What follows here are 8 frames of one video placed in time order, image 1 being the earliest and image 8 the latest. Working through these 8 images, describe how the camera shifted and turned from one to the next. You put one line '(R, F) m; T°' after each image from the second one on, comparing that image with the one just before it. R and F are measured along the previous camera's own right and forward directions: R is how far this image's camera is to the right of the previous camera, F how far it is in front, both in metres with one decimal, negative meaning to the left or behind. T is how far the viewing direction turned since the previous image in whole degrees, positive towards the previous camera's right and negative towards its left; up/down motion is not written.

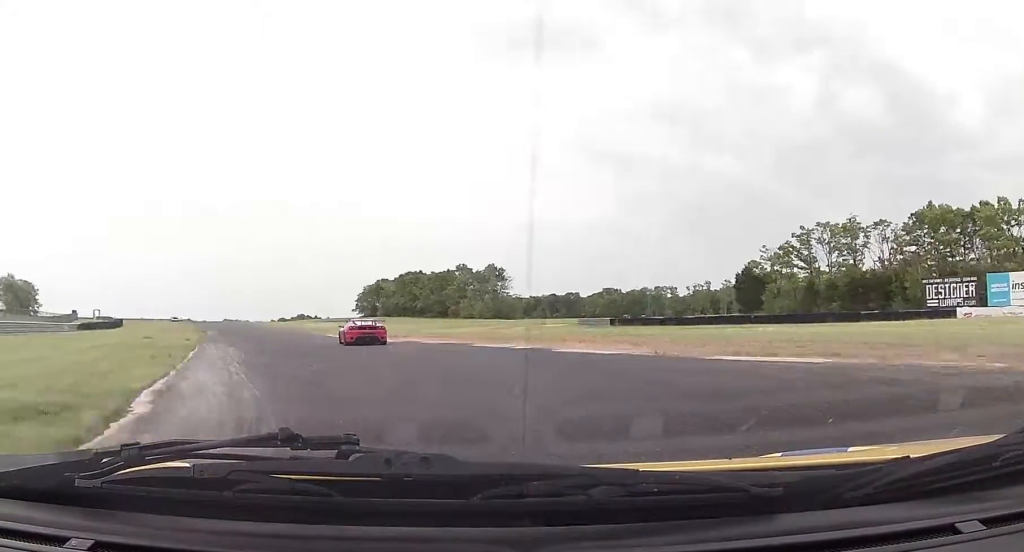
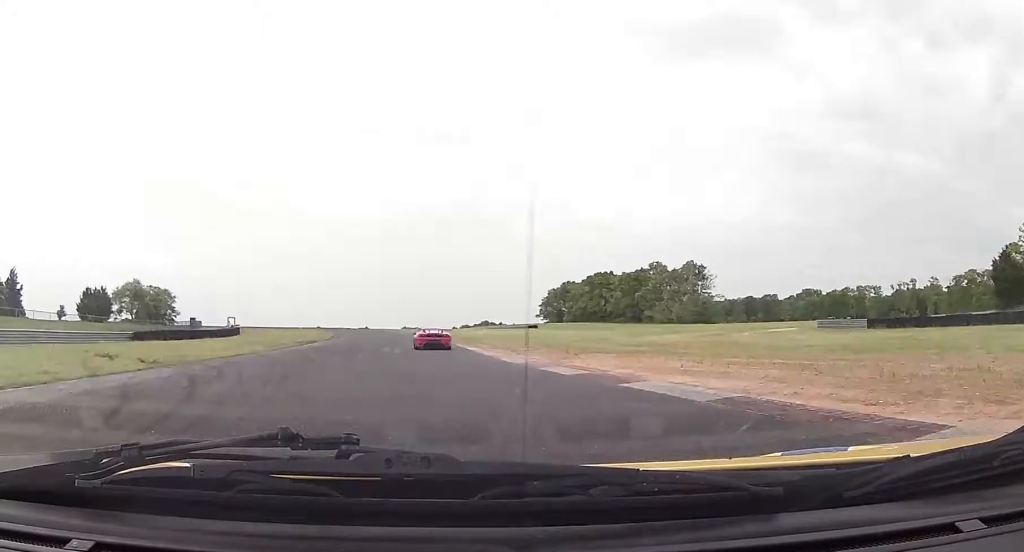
(-3.5, +23.9) m; -14°
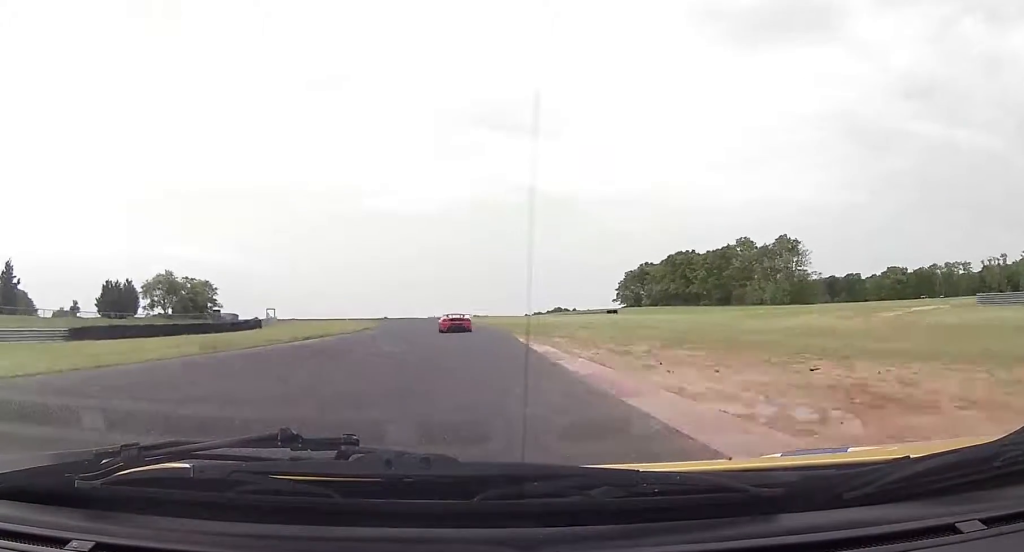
(-1.3, +18.6) m; -6°
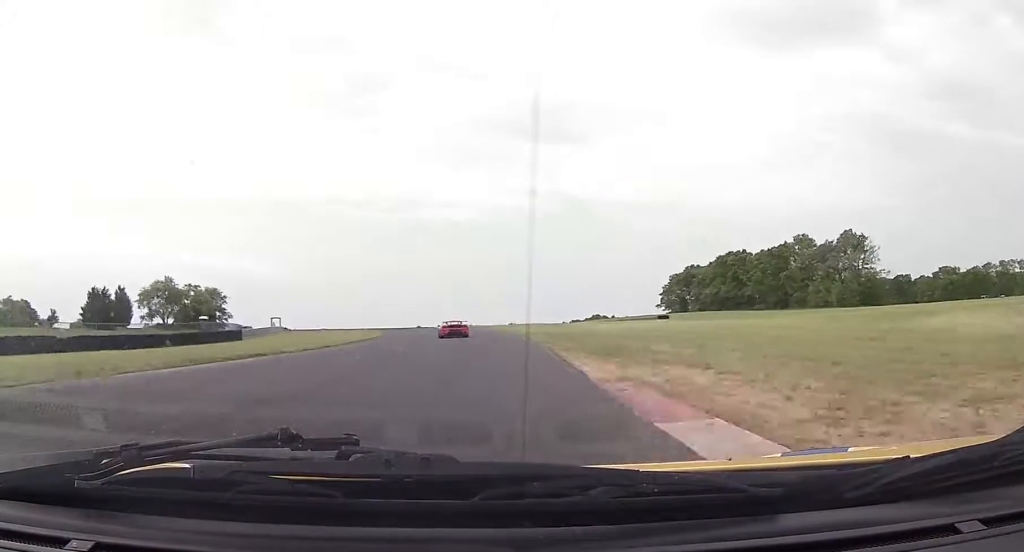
(-0.6, +16.9) m; -4°
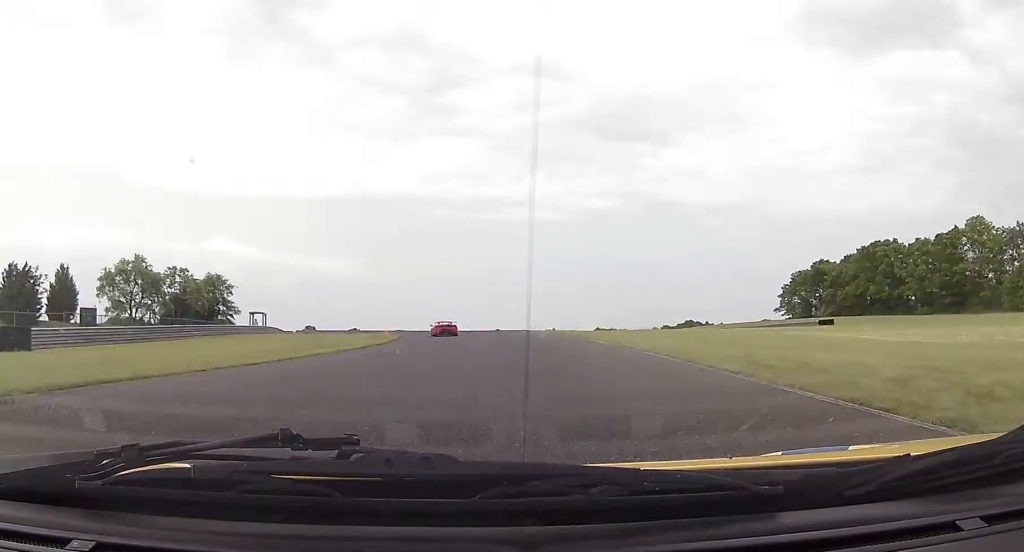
(-2.5, +43.1) m; -6°
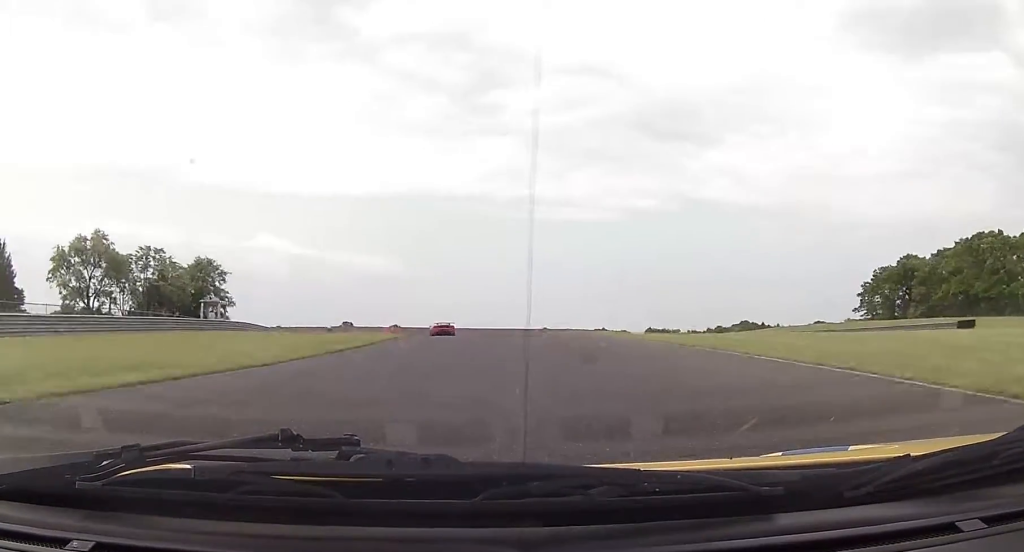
(-0.2, +23.8) m; -3°
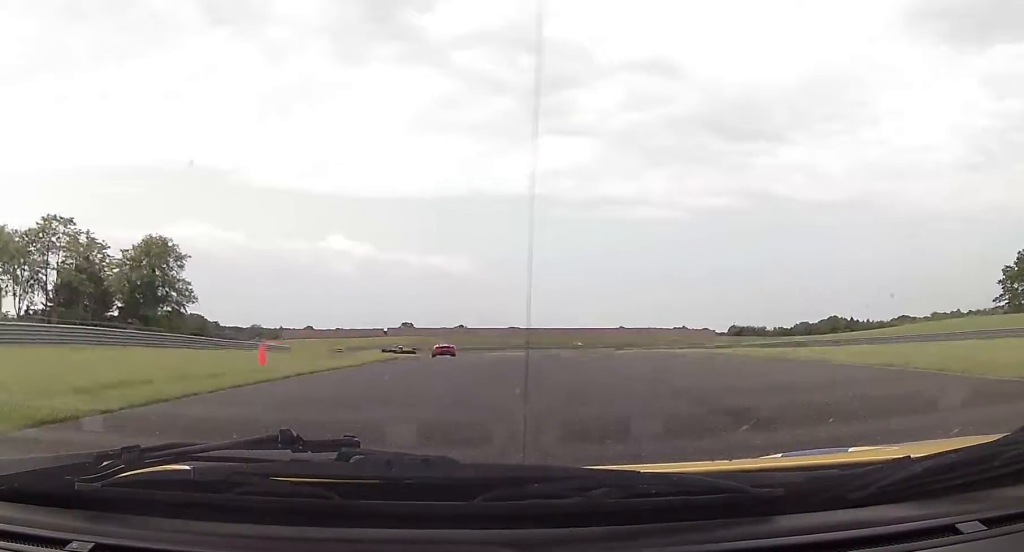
(-1.8, +36.1) m; -5°
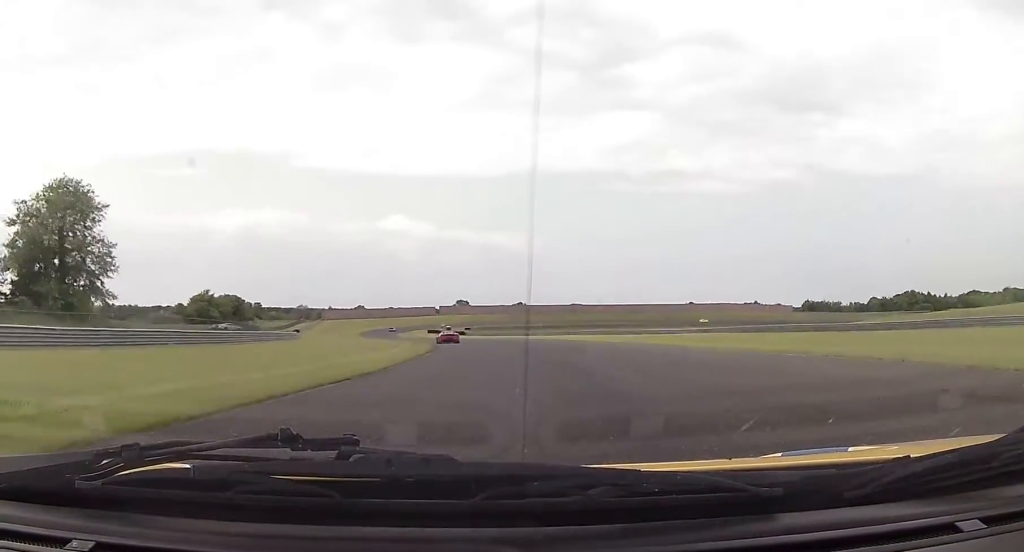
(-1.1, +28.6) m; -5°
